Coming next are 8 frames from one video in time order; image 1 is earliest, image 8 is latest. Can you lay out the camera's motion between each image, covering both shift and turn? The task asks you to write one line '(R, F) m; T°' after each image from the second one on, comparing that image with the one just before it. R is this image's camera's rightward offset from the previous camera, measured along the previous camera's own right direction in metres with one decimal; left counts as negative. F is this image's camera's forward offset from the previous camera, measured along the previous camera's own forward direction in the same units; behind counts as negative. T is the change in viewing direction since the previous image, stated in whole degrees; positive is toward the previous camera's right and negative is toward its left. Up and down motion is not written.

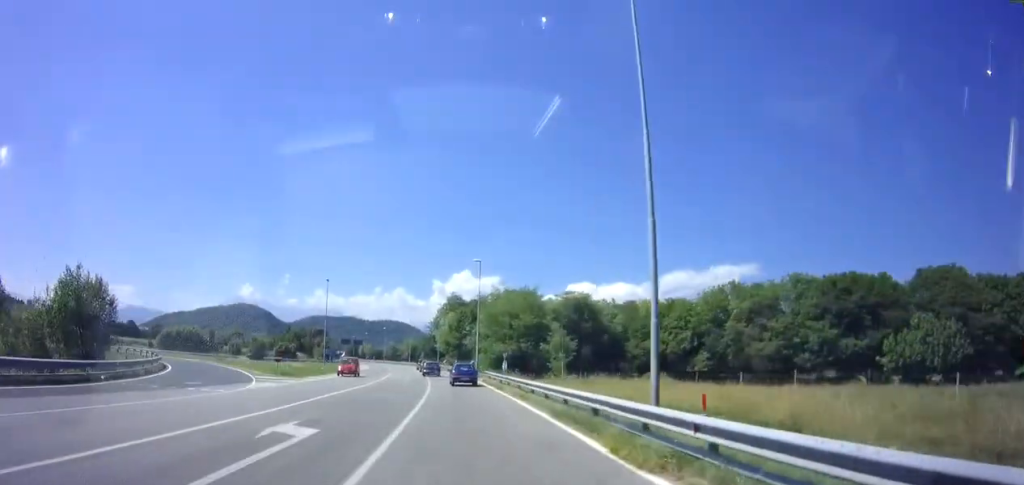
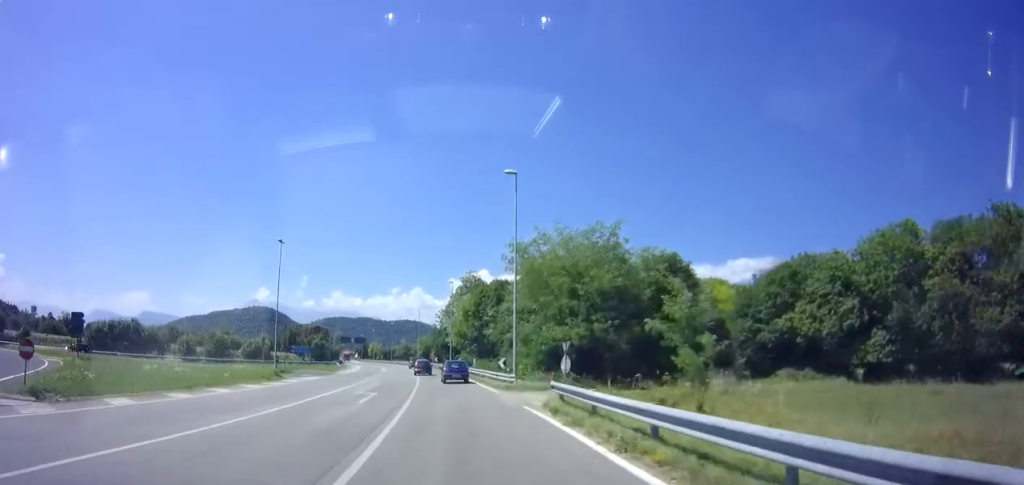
(-0.1, +24.0) m; -2°
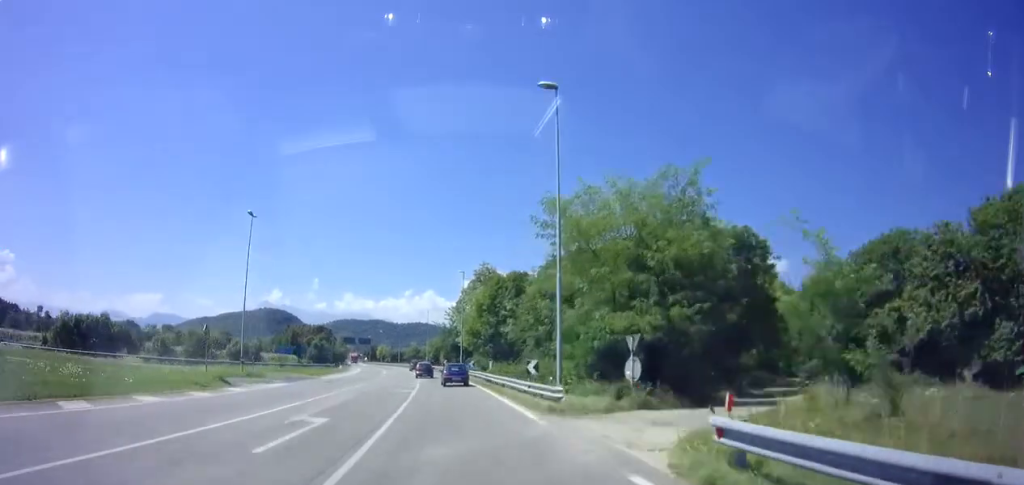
(0.0, +9.6) m; -1°
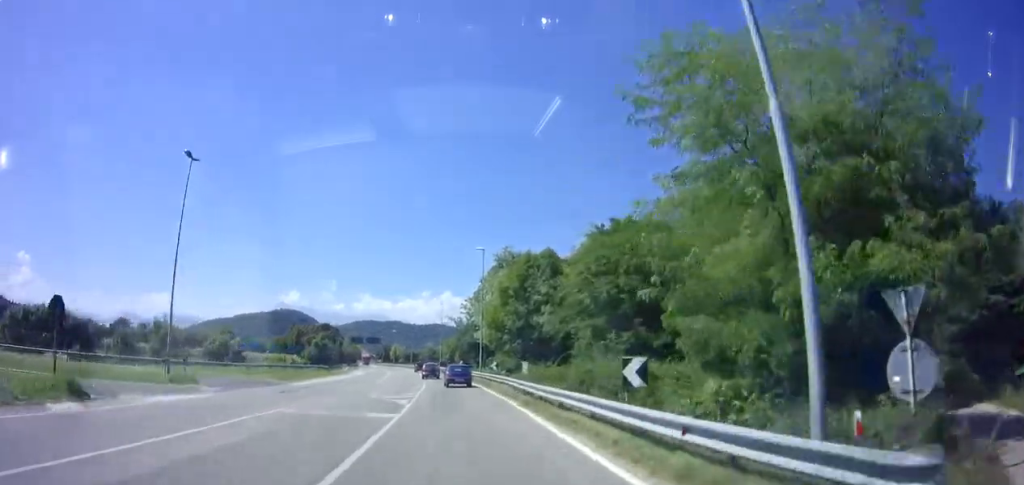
(-0.2, +11.8) m; -2°
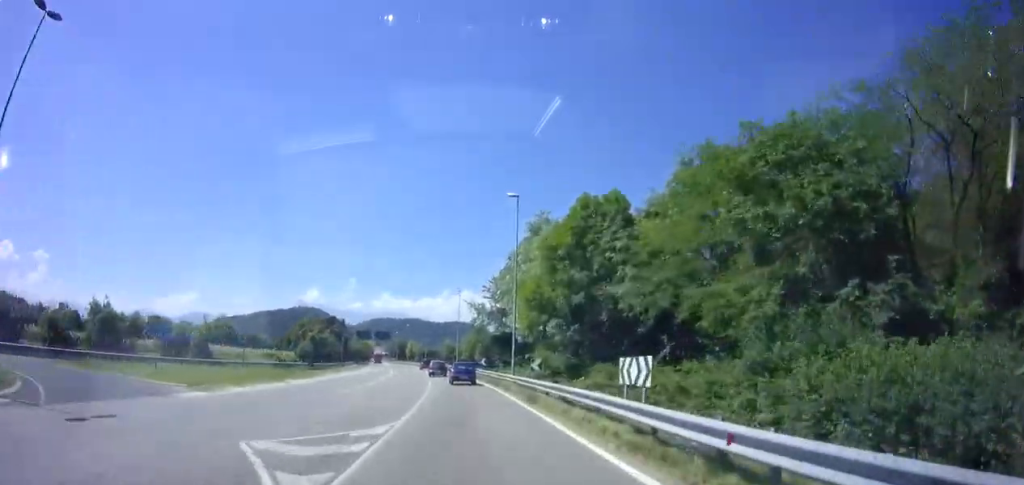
(-0.4, +14.7) m; -2°
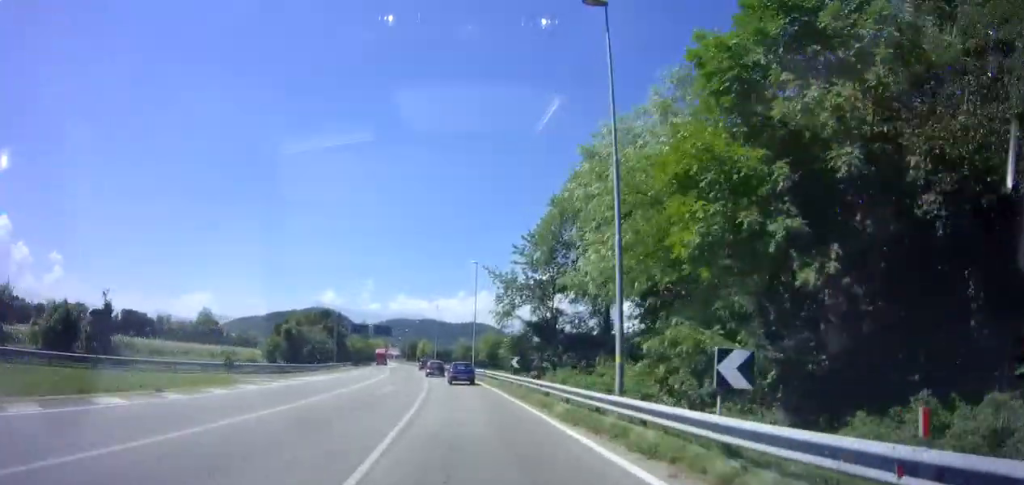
(-0.4, +18.2) m; -2°
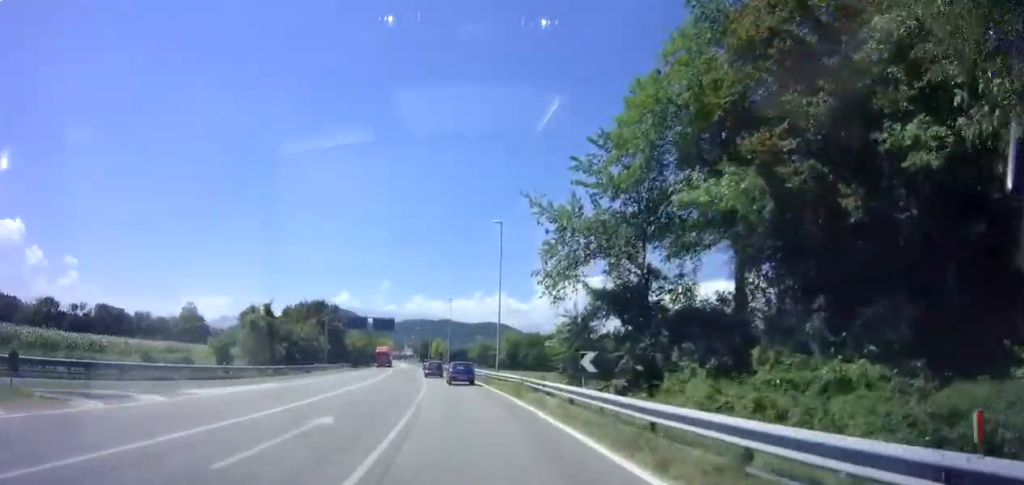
(-0.1, +15.3) m; -1°
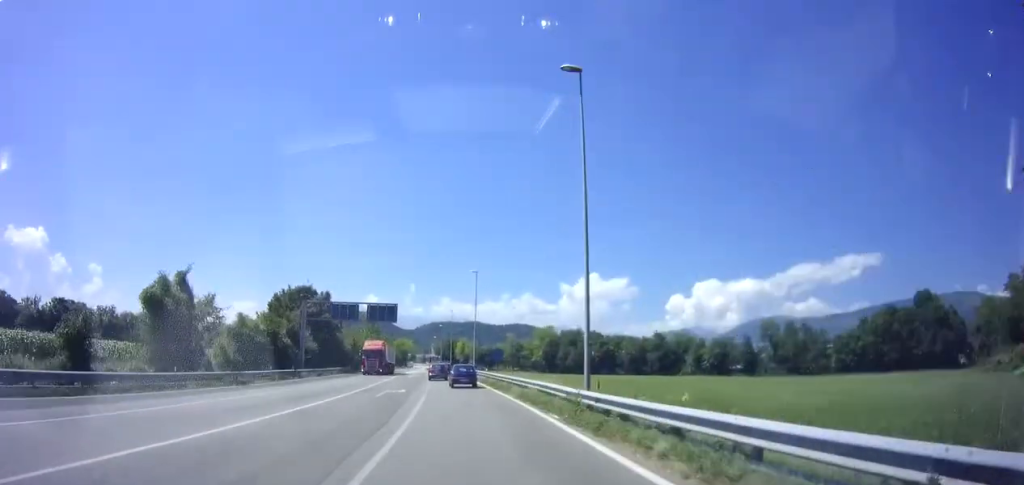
(-0.4, +20.6) m; -3°
